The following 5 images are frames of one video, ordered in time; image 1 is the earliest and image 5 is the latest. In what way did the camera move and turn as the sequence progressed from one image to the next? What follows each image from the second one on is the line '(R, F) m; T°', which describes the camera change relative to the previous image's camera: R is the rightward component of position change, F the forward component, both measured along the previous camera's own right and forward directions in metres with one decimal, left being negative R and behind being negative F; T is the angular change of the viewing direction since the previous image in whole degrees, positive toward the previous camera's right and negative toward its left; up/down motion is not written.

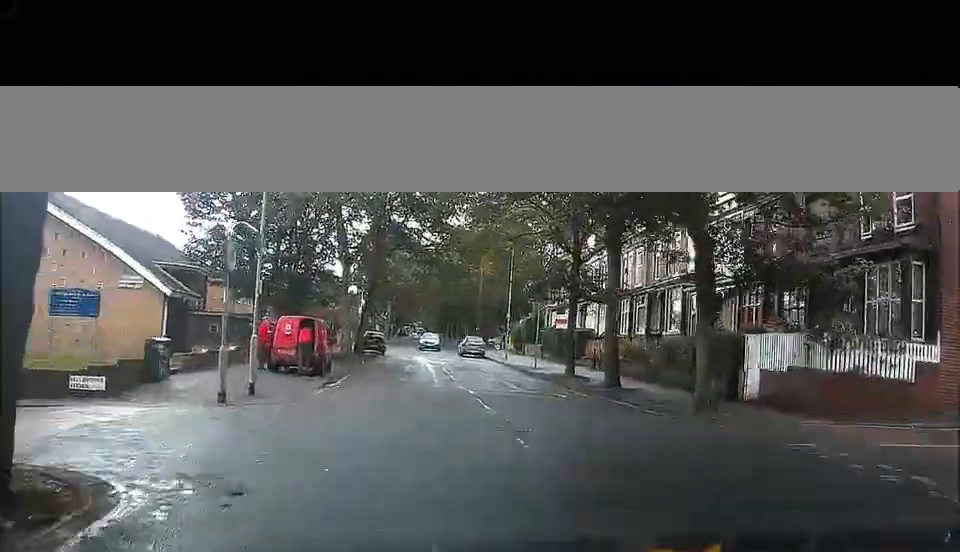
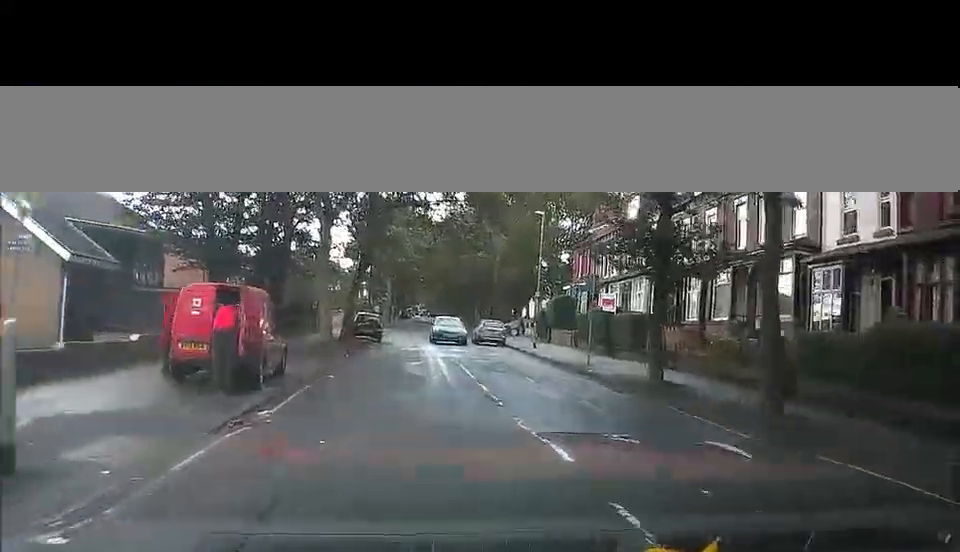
(-0.3, +12.2) m; 0°
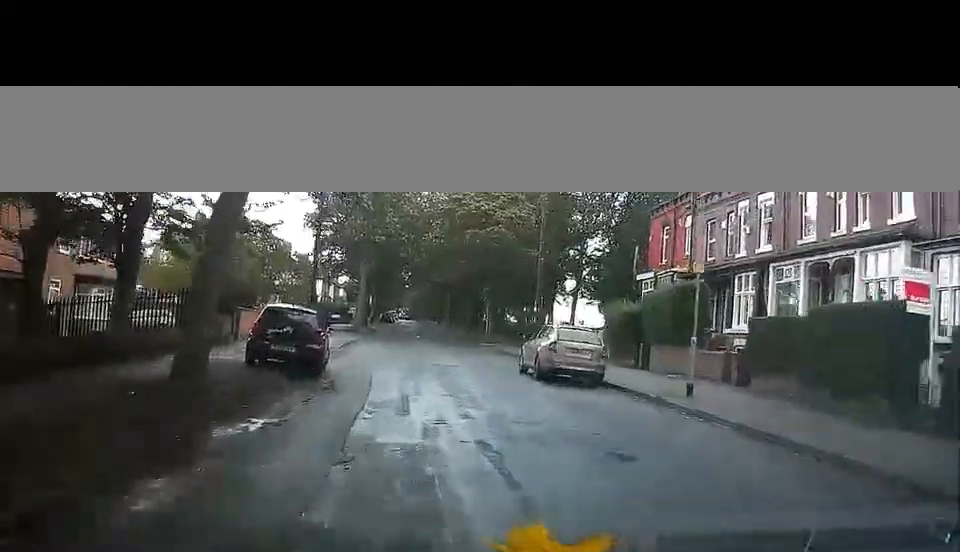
(+0.1, +25.6) m; +1°
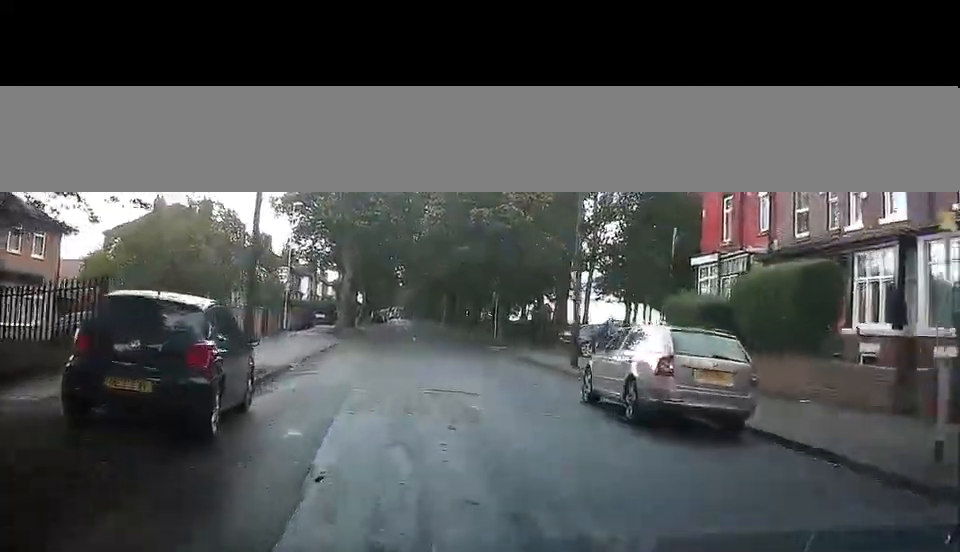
(+0.1, +8.9) m; -1°
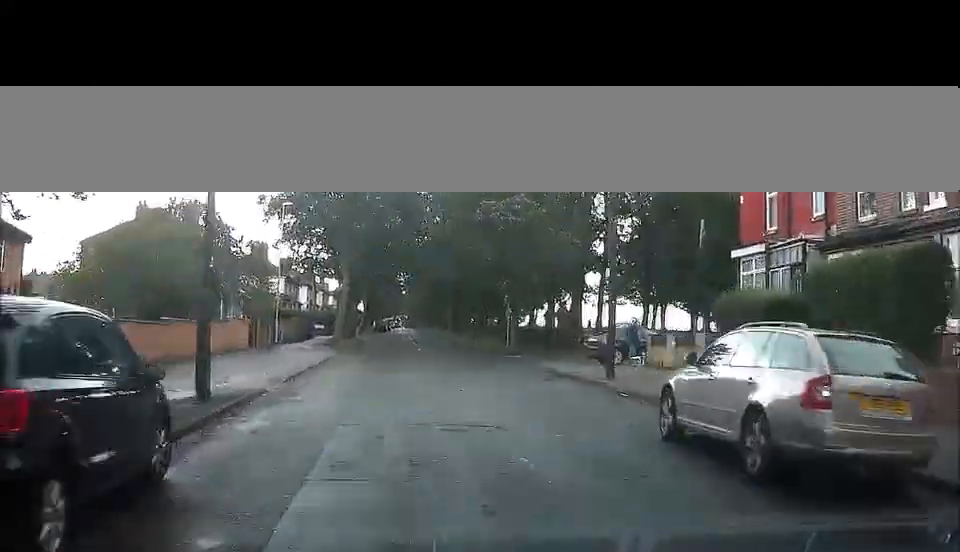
(-0.1, +3.9) m; -2°
